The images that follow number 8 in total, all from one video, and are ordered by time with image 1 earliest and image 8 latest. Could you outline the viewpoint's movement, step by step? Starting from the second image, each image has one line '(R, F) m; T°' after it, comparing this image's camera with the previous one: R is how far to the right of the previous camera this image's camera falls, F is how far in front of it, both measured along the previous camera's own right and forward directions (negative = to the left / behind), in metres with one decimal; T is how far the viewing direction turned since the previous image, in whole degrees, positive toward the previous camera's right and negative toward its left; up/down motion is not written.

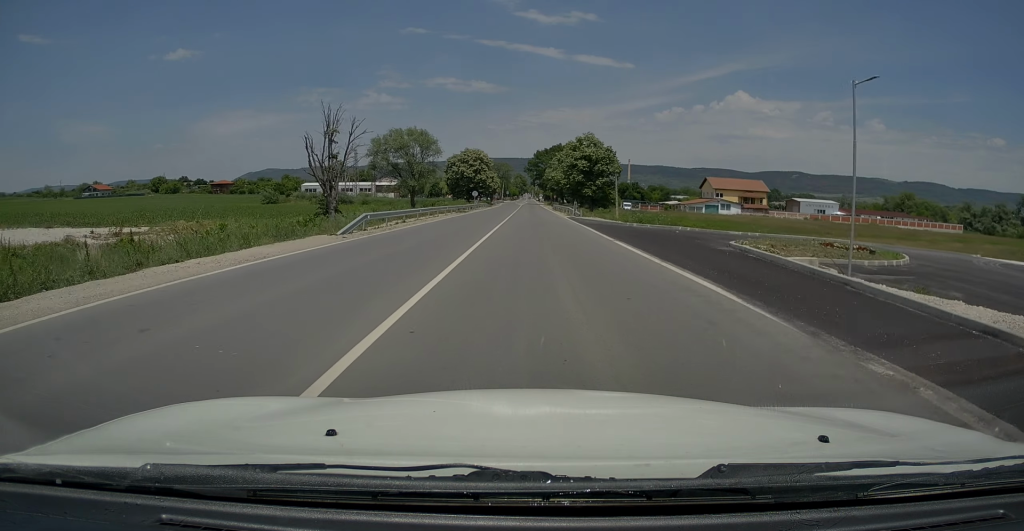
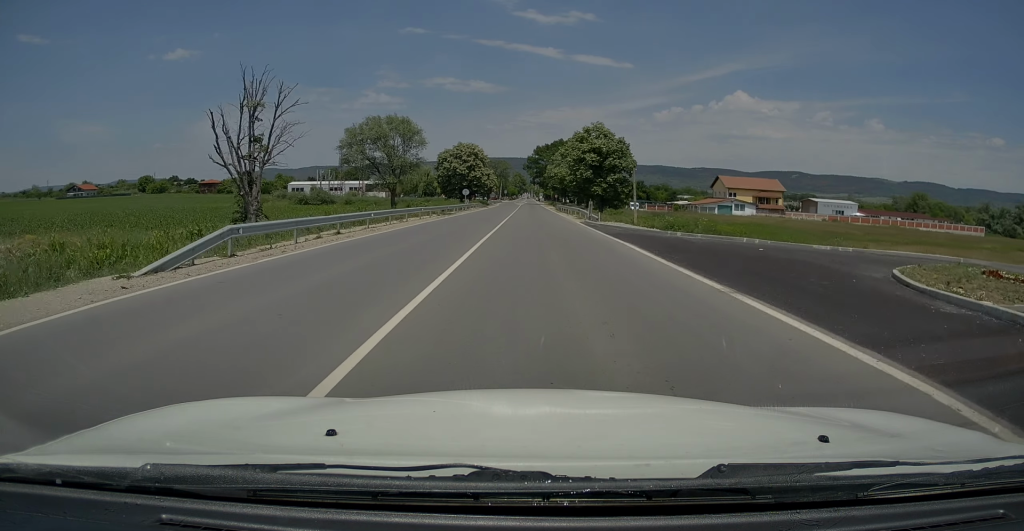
(-0.1, +11.7) m; 0°
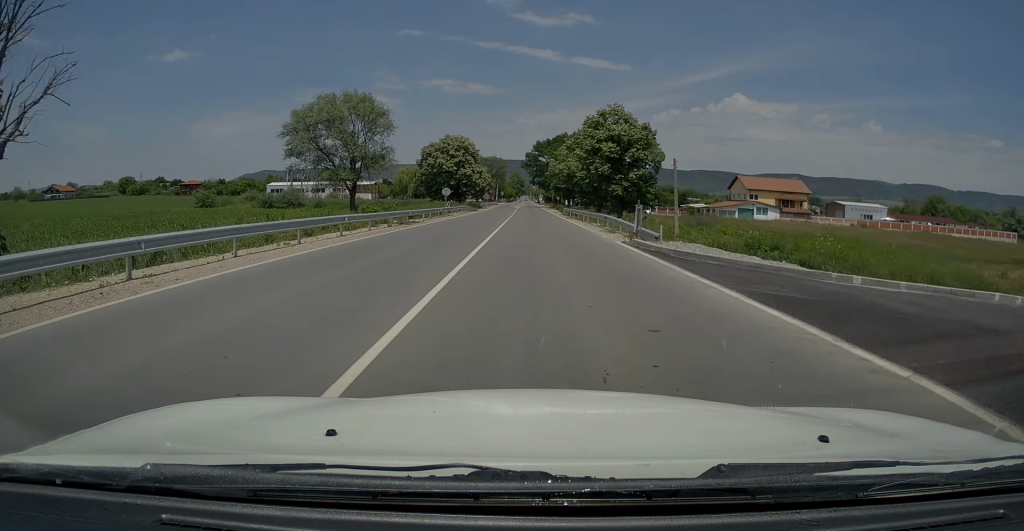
(0.0, +16.0) m; 0°
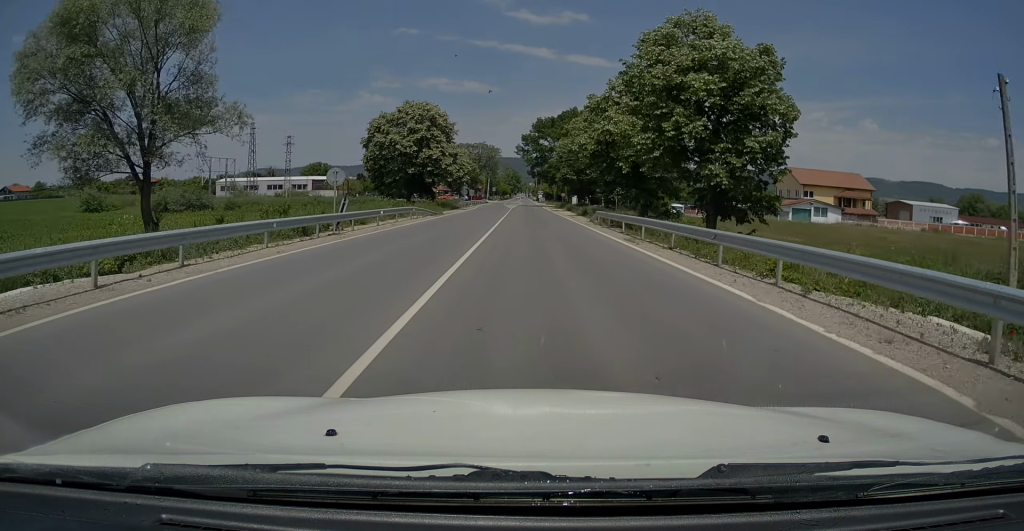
(+0.2, +30.4) m; +1°
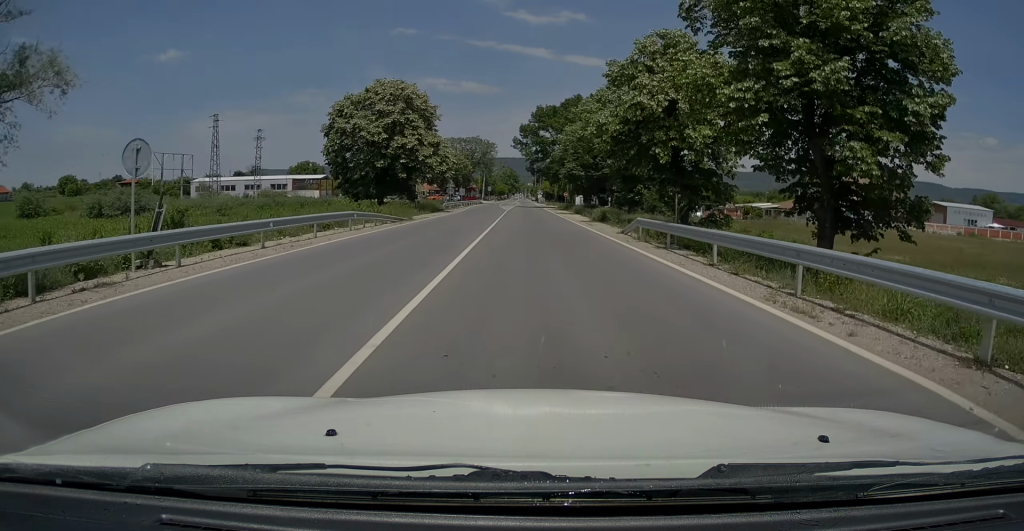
(0.0, +12.1) m; 0°
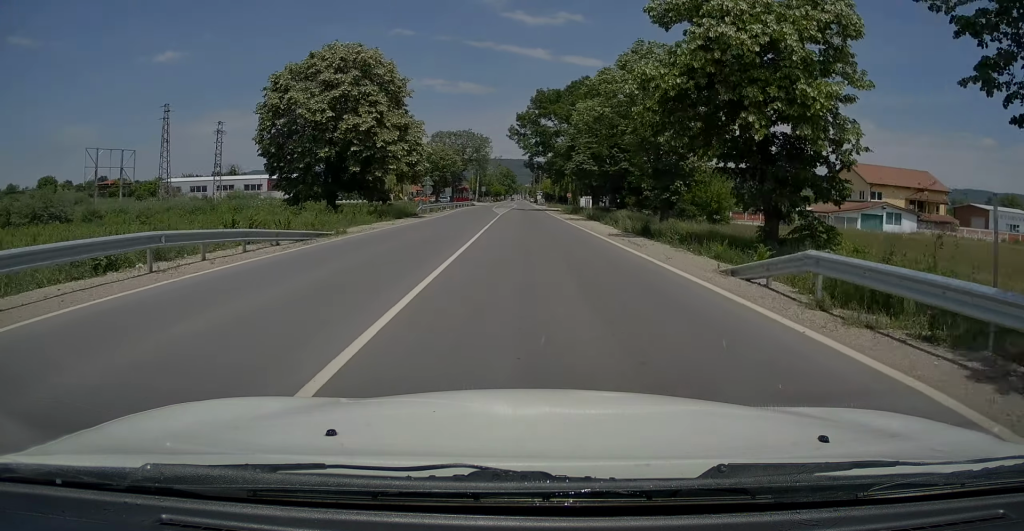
(0.0, +12.9) m; 0°
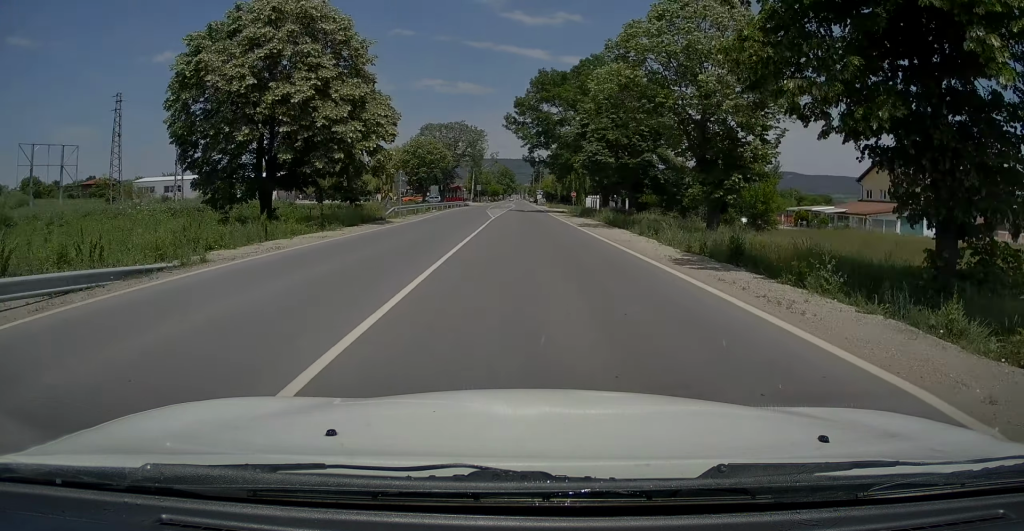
(0.0, +10.2) m; 0°
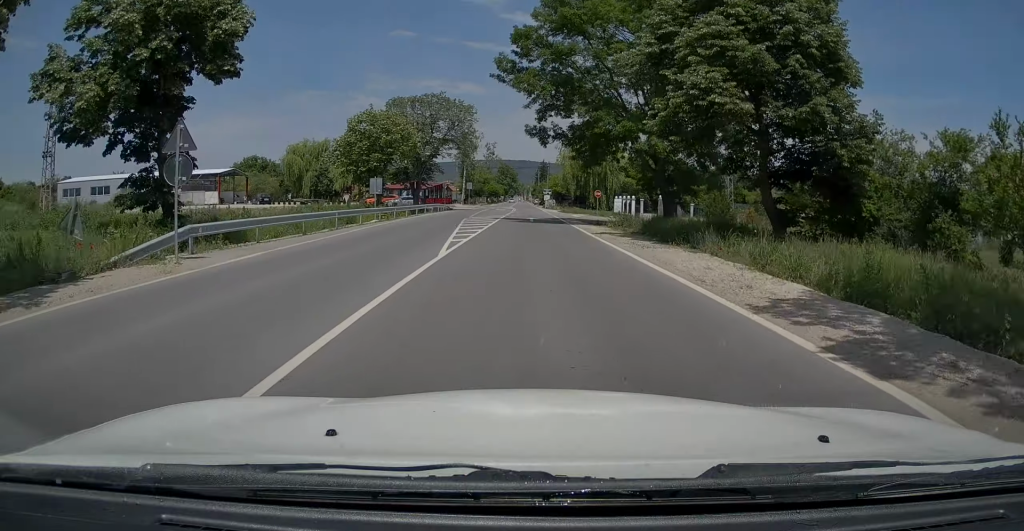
(-0.2, +24.7) m; -1°
